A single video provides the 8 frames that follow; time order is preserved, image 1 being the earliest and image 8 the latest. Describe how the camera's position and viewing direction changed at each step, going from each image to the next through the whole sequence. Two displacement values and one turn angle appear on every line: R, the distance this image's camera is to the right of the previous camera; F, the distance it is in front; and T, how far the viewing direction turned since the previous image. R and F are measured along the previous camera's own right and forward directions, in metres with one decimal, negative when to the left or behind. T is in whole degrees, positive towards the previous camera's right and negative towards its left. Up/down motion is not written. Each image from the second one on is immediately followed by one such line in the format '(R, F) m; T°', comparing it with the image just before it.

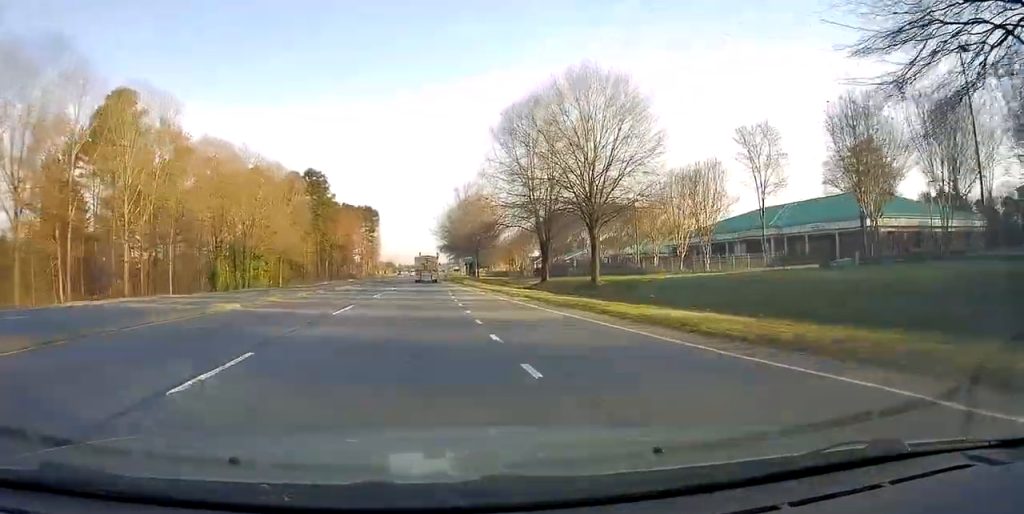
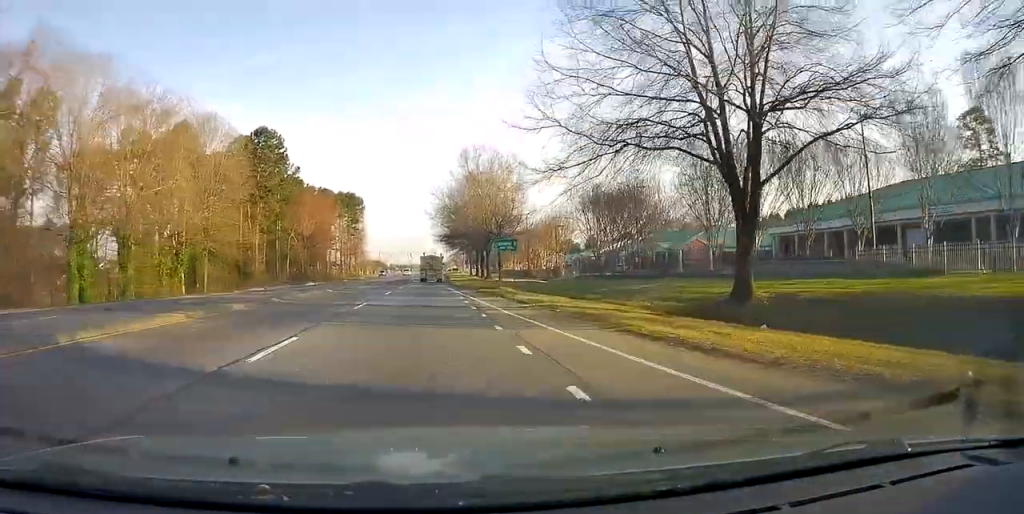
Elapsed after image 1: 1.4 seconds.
(+0.7, +34.5) m; +2°
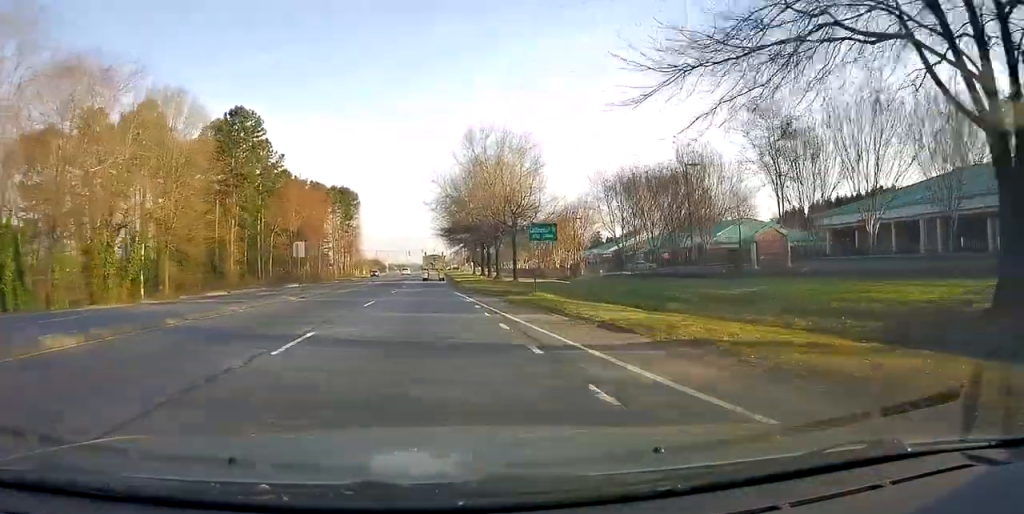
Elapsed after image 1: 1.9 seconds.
(+0.1, +11.0) m; 0°
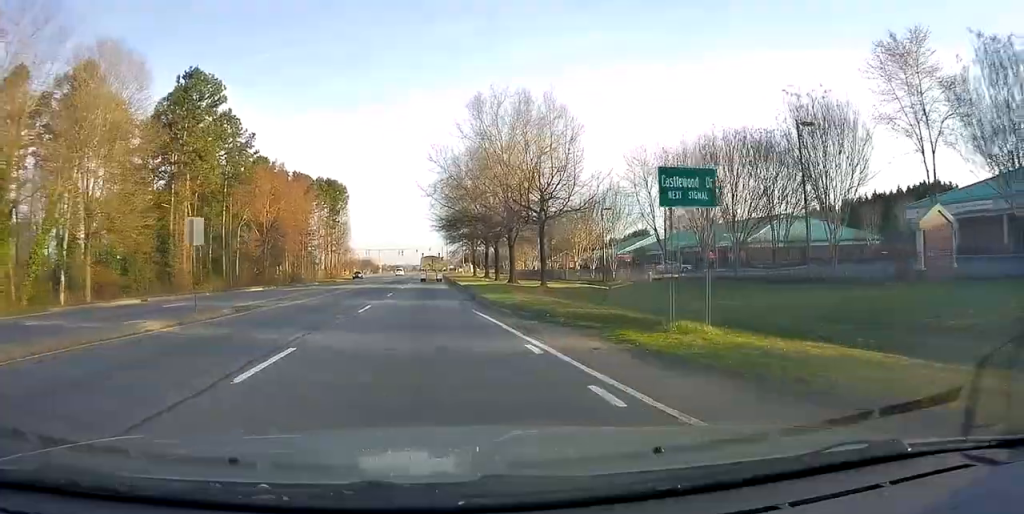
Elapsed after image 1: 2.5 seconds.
(+0.3, +14.5) m; 0°
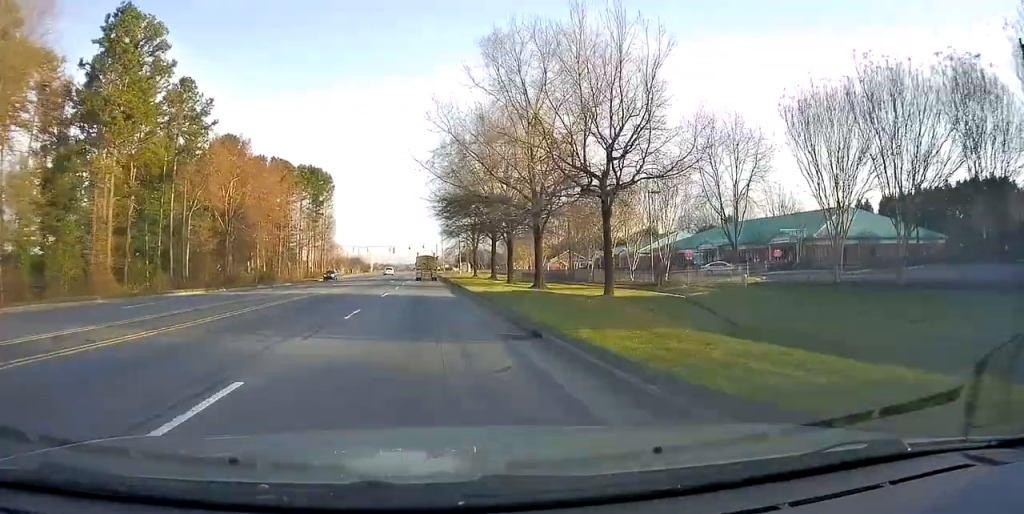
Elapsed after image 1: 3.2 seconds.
(-0.2, +15.0) m; 0°
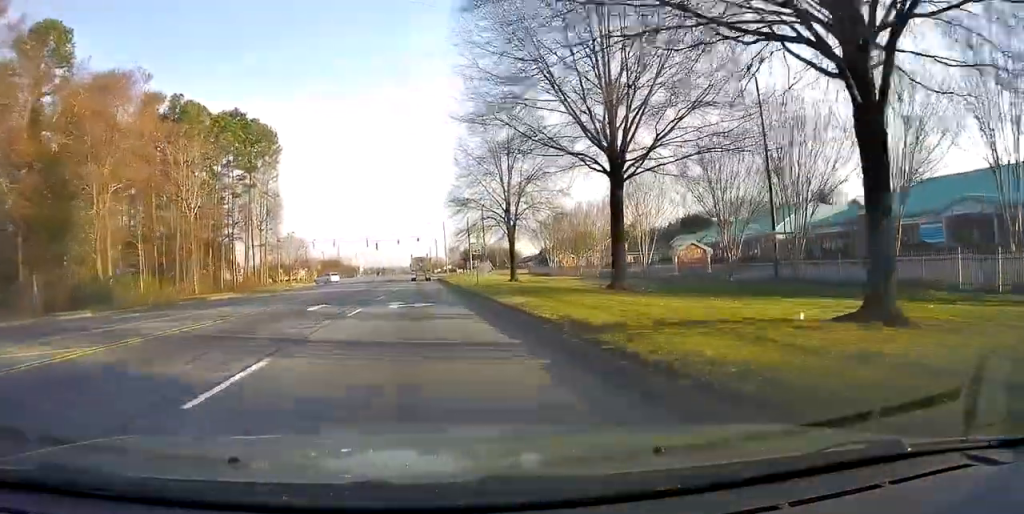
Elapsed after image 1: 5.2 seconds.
(+0.5, +46.9) m; +1°
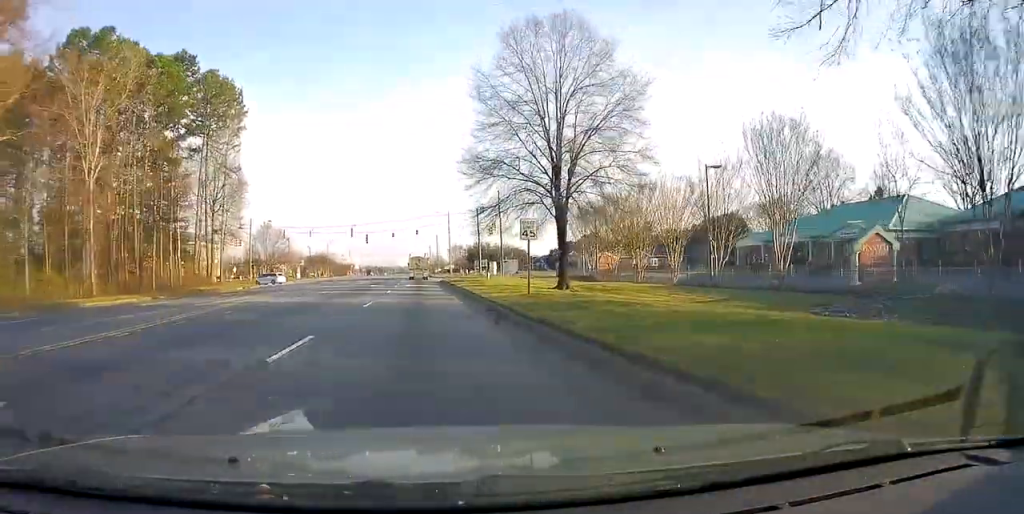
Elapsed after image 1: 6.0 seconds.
(0.0, +19.5) m; -1°
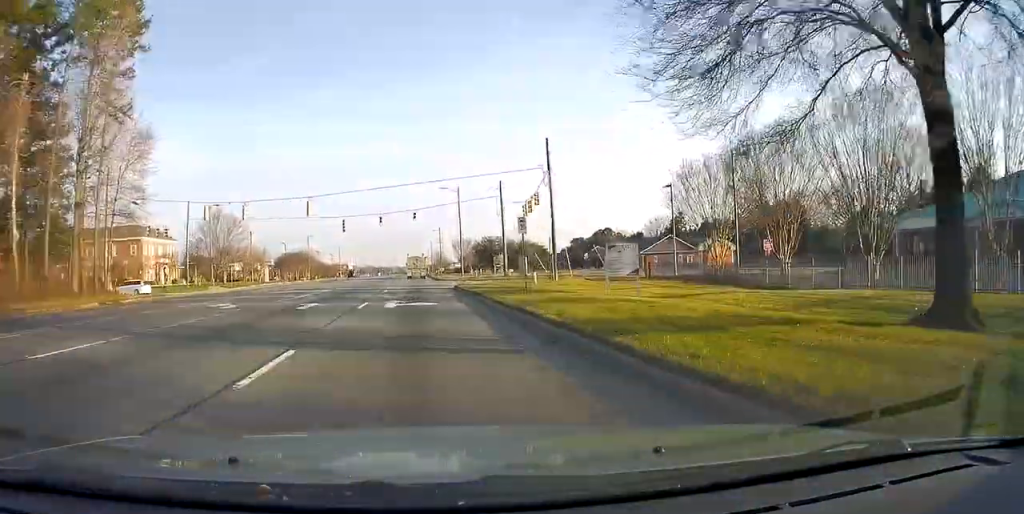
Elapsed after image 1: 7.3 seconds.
(-0.4, +27.8) m; -1°
